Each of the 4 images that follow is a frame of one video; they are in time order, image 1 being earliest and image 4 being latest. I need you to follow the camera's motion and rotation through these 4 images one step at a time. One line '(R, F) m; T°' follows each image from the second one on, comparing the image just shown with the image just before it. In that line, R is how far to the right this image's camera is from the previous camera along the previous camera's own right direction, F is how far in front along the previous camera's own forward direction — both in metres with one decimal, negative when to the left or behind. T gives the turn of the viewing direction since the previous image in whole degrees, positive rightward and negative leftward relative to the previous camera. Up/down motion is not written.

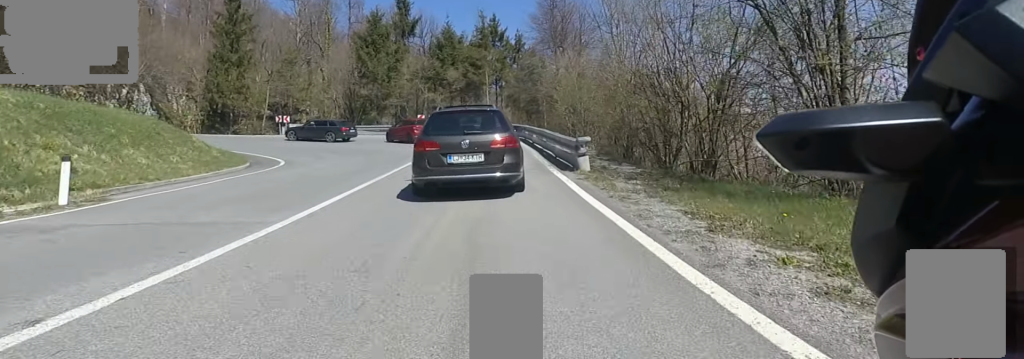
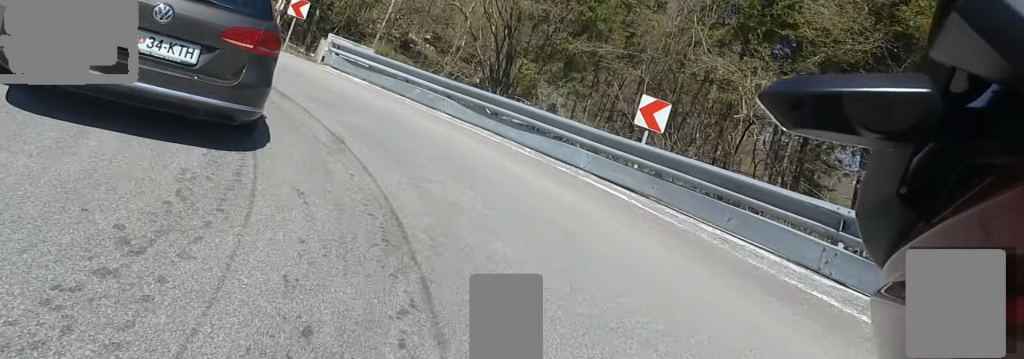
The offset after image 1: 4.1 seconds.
(-4.5, +27.1) m; -41°
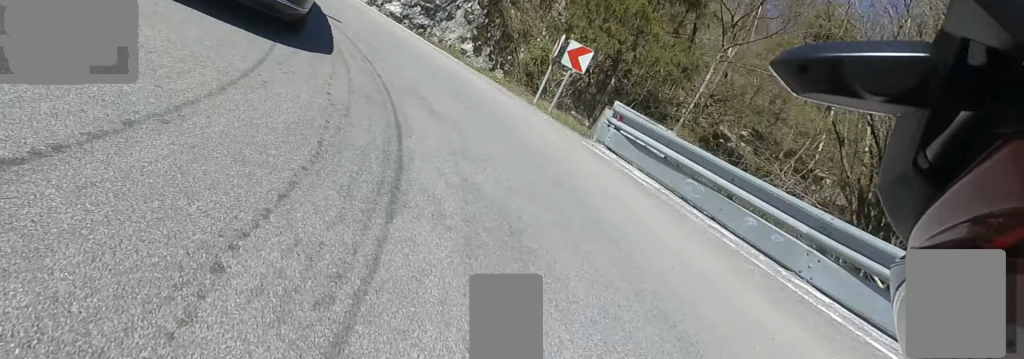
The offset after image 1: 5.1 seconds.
(-0.4, +4.7) m; -24°
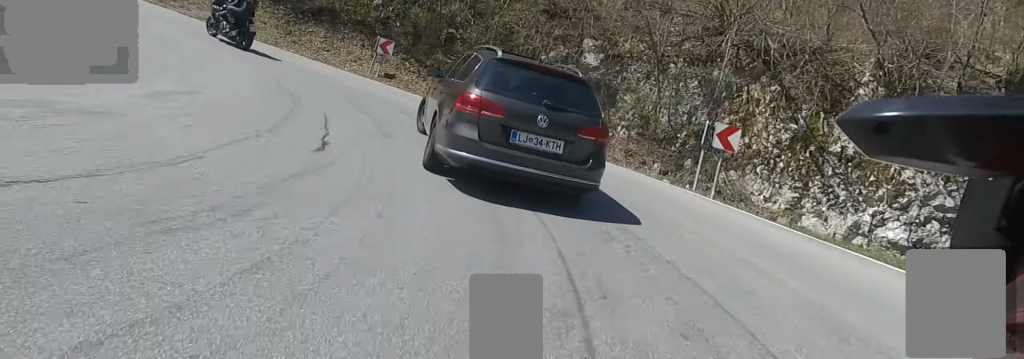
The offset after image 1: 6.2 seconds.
(-2.1, +5.4) m; -39°
